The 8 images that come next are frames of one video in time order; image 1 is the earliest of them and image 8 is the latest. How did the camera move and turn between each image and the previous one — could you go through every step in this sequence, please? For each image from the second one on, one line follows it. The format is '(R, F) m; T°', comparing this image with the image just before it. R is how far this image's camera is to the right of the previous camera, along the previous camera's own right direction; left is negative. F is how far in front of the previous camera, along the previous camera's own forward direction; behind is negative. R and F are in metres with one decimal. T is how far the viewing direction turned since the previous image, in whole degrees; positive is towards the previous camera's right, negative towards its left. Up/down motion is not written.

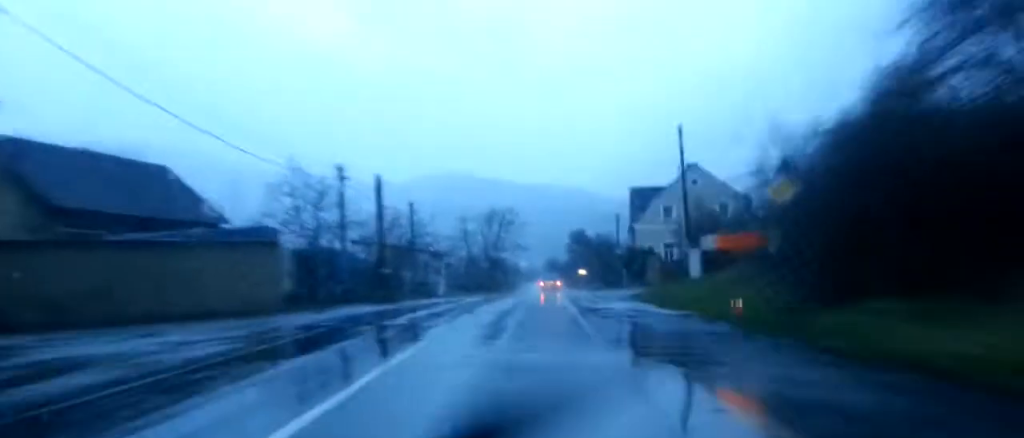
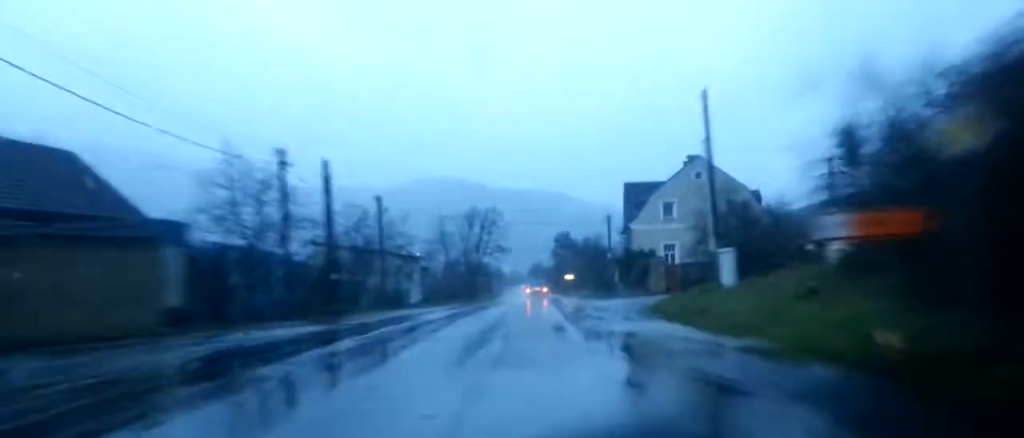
(+0.1, +7.6) m; 0°
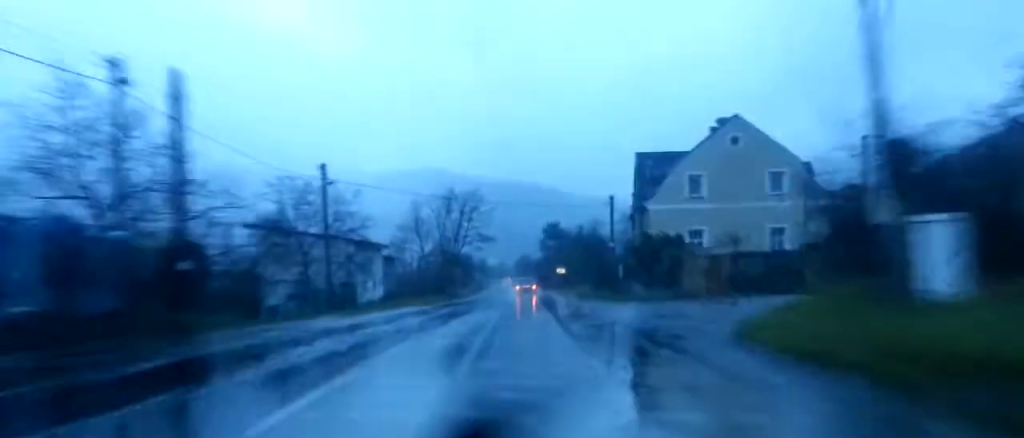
(+0.1, +13.3) m; 0°
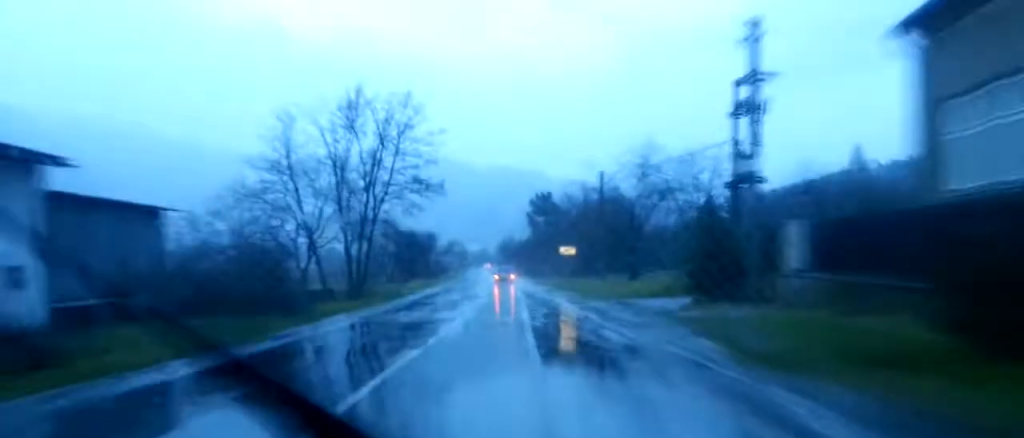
(0.0, +43.7) m; 0°
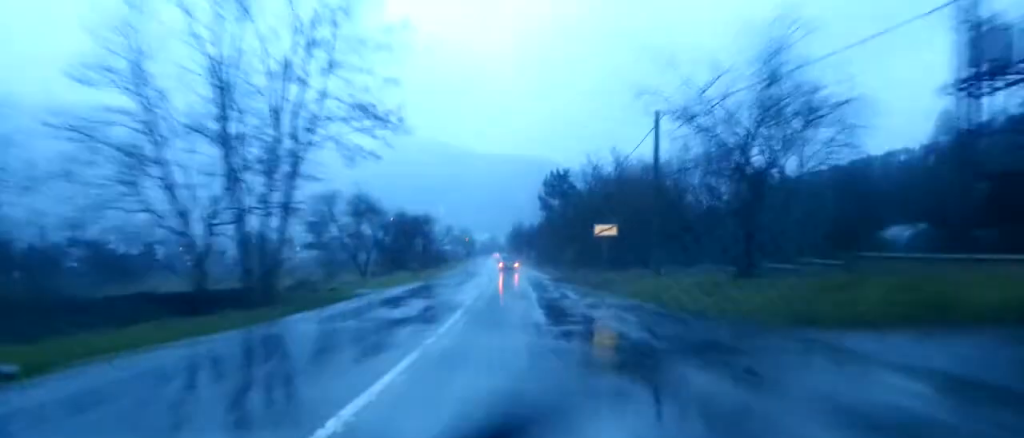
(0.0, +18.8) m; 0°
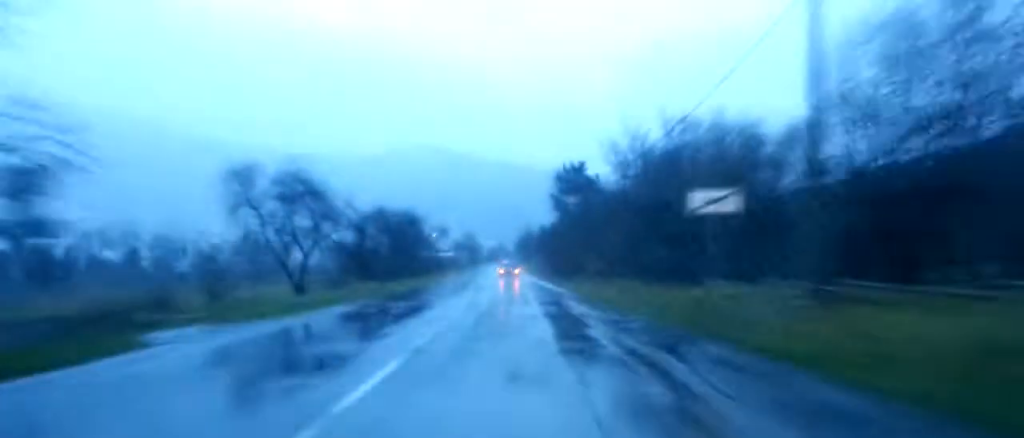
(-0.1, +20.0) m; -1°
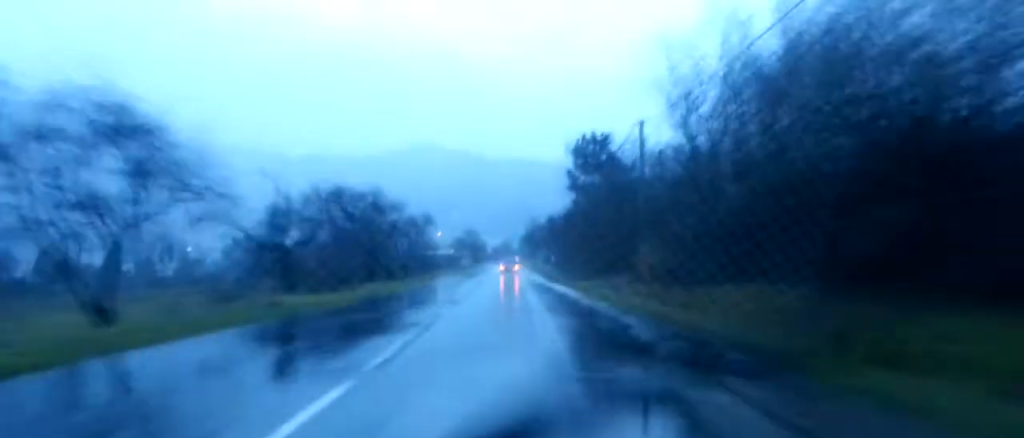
(-0.3, +20.1) m; 0°
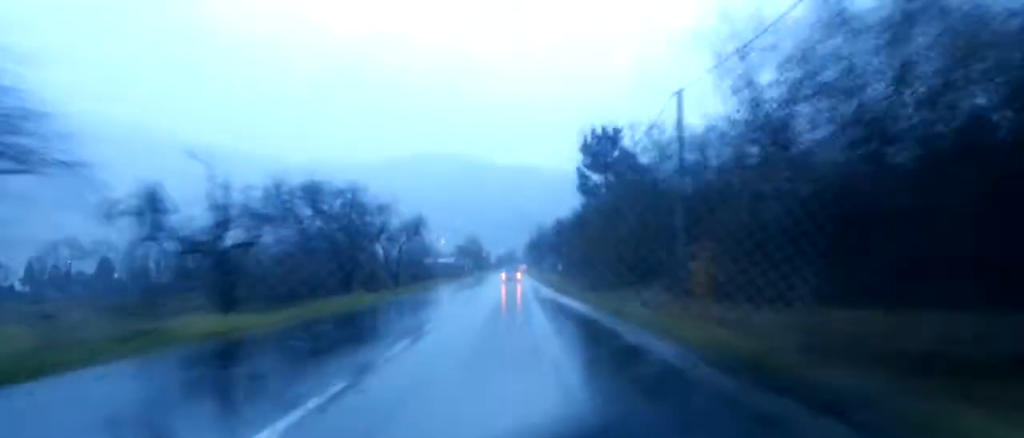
(+0.2, +8.3) m; 0°
